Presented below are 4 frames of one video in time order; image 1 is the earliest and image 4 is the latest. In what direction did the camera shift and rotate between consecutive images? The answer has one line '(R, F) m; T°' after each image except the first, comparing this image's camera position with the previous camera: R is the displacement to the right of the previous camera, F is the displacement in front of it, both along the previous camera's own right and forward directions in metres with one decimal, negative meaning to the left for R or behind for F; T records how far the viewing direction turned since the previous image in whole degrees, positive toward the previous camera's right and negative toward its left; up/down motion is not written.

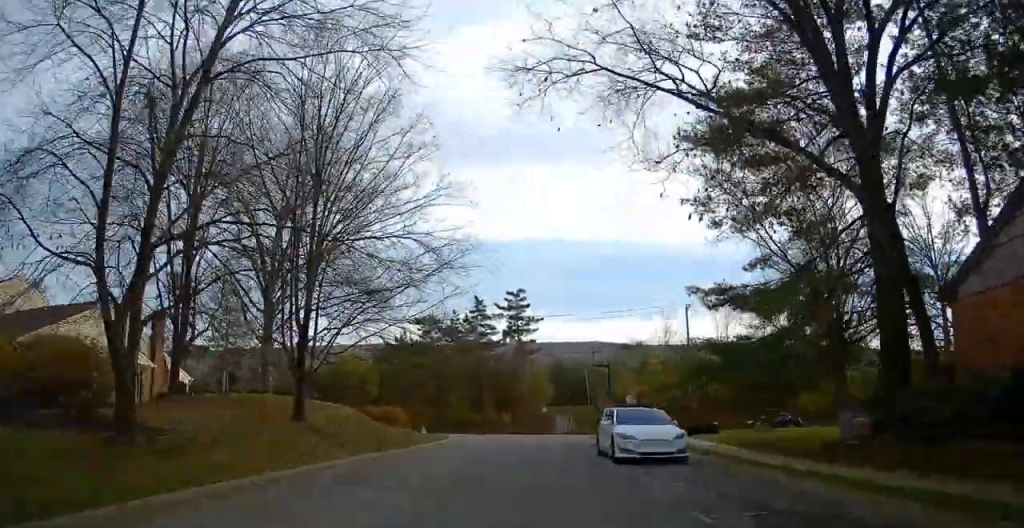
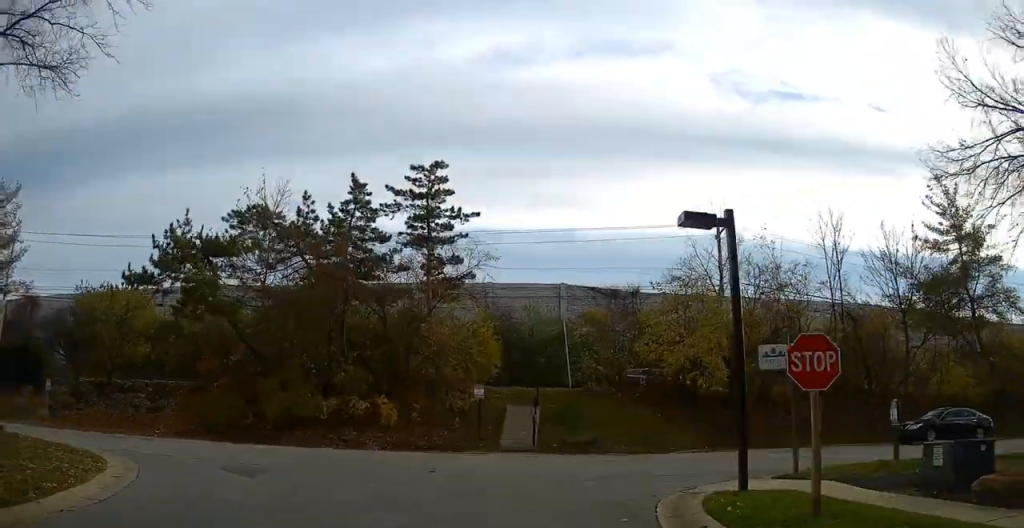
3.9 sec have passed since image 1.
(+6.7, +27.3) m; +20°
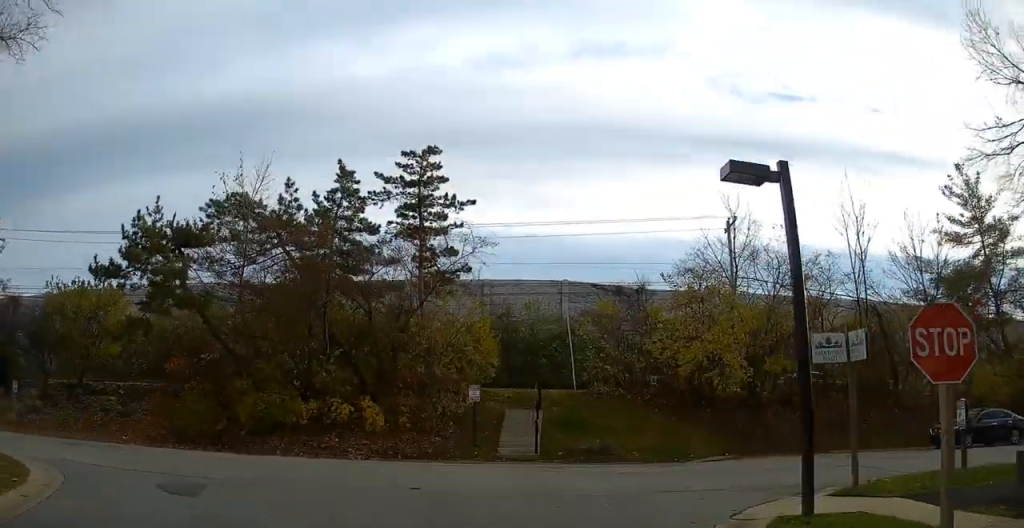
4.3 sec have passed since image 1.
(+0.1, +2.5) m; -1°
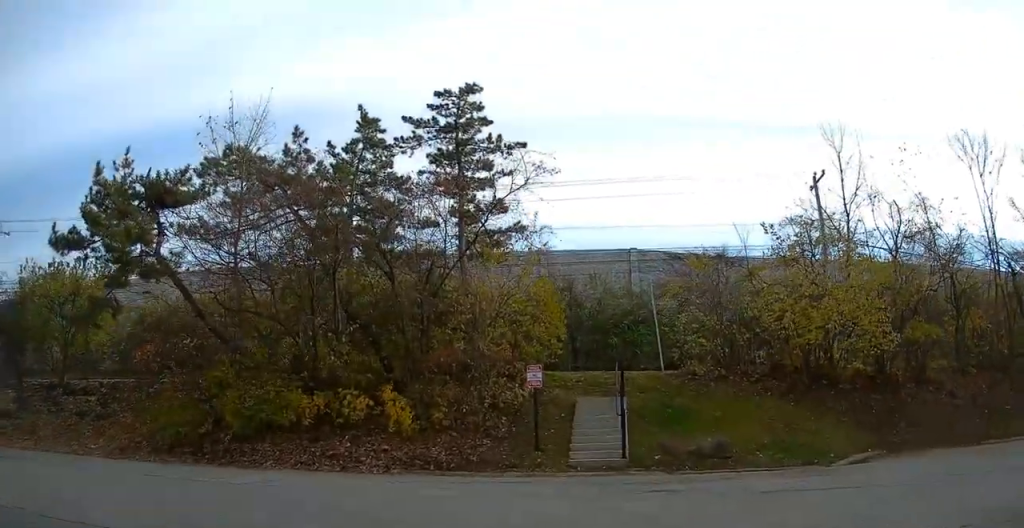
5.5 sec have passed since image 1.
(-0.2, +6.6) m; -11°
